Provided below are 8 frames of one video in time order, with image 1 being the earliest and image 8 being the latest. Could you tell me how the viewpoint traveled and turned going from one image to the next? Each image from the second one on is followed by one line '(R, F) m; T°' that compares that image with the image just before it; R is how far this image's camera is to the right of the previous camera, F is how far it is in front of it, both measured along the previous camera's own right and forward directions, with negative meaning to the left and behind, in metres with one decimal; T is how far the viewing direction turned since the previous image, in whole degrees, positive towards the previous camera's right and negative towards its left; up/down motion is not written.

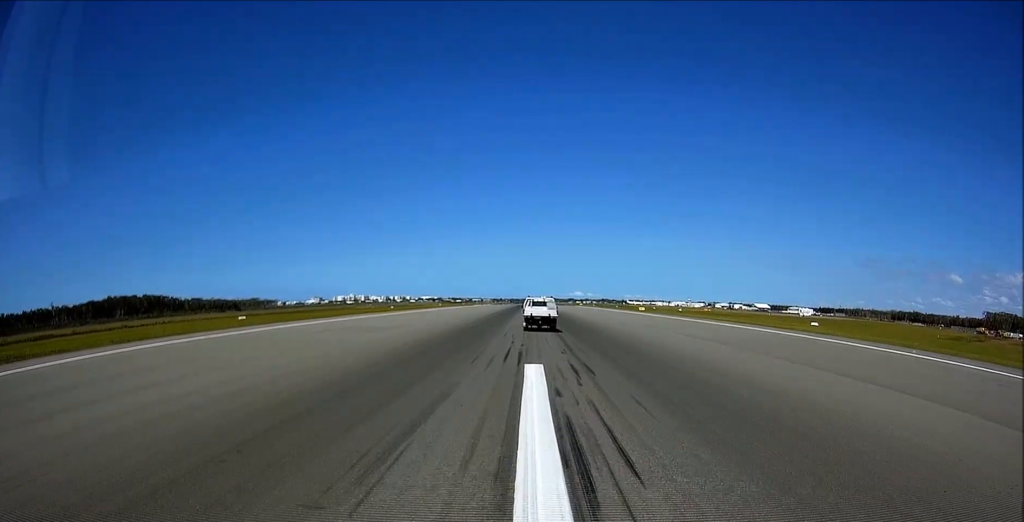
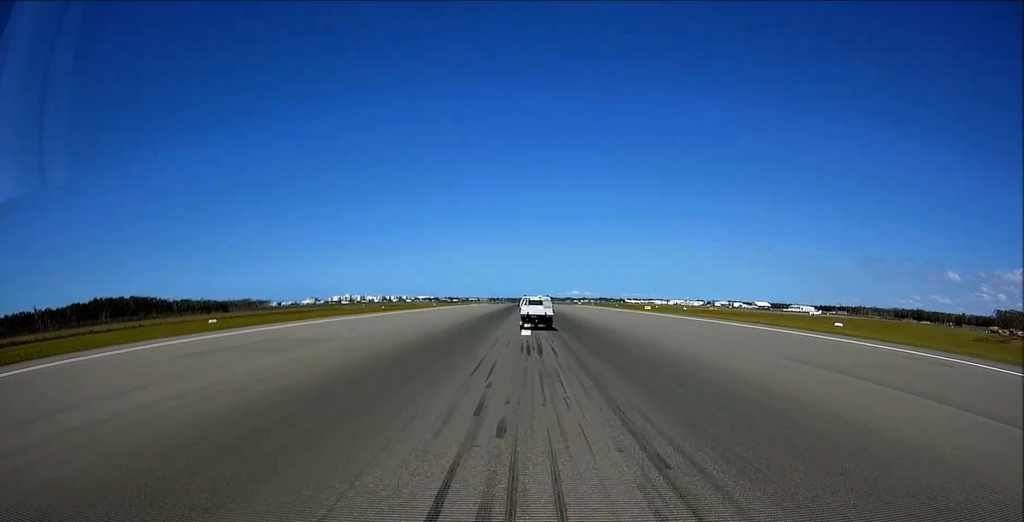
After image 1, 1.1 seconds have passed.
(+0.1, +16.4) m; +1°
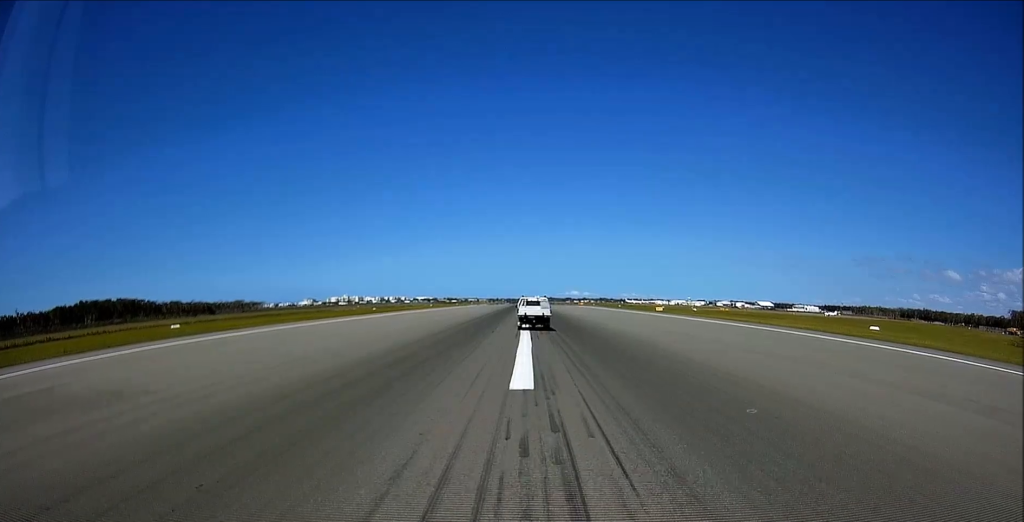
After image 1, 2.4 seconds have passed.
(+0.1, +20.7) m; 0°
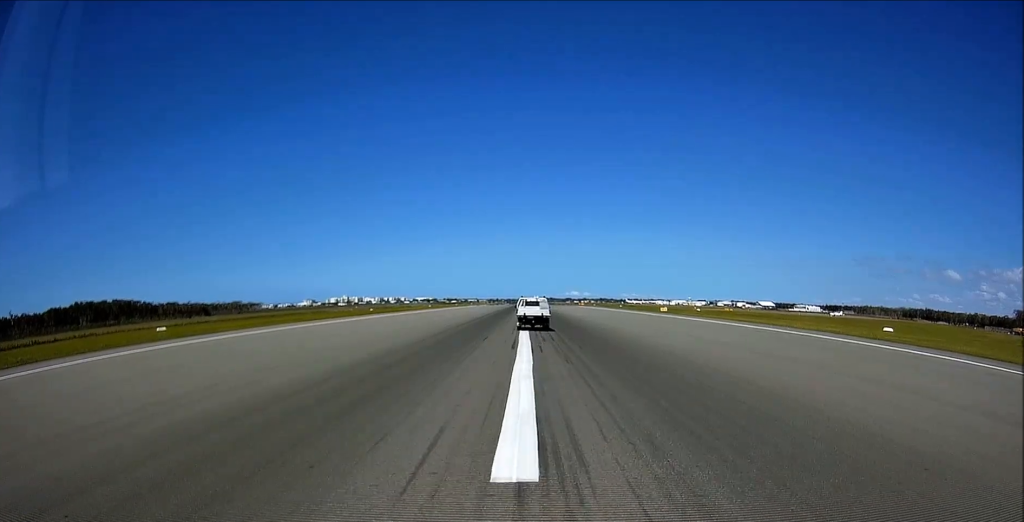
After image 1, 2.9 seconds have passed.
(0.0, +7.1) m; 0°
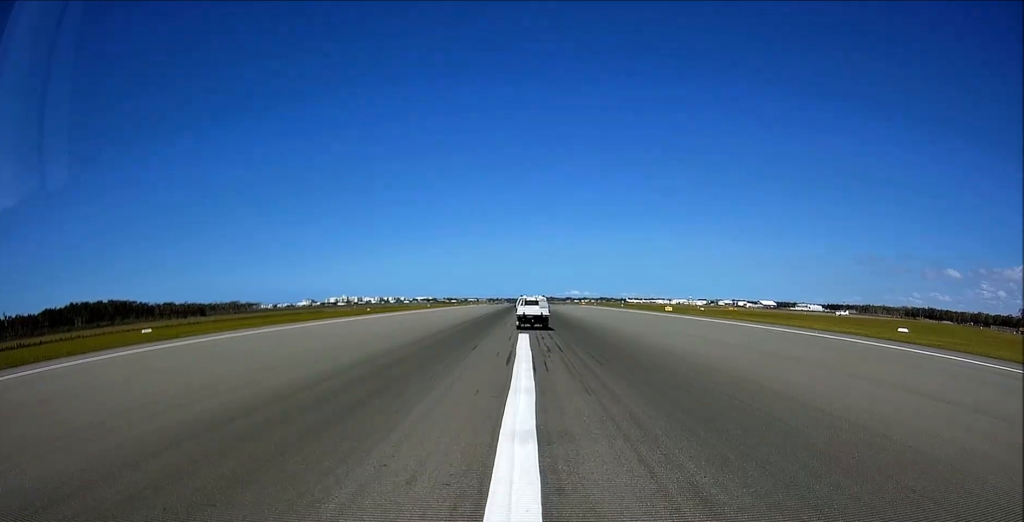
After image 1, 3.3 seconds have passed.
(0.0, +7.1) m; 0°
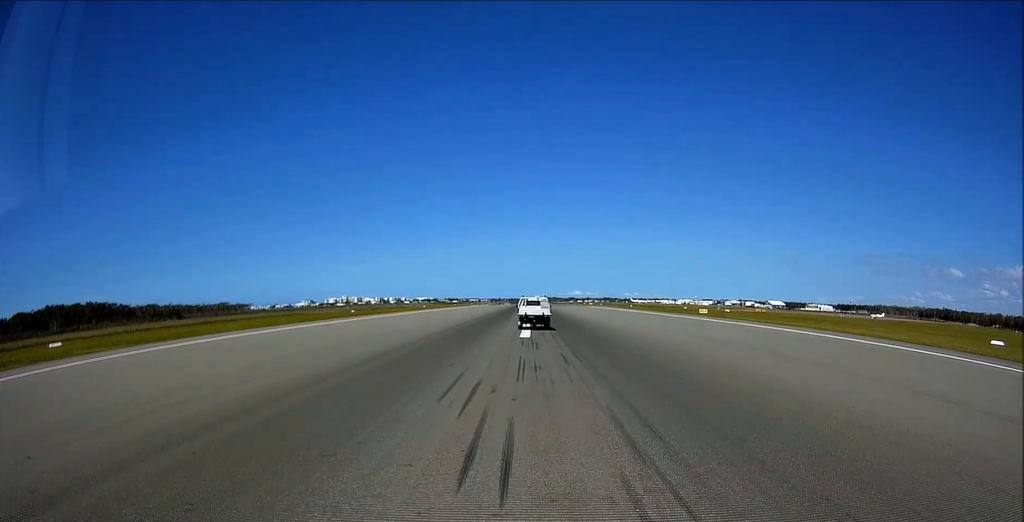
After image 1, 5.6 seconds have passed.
(-0.3, +28.4) m; 0°
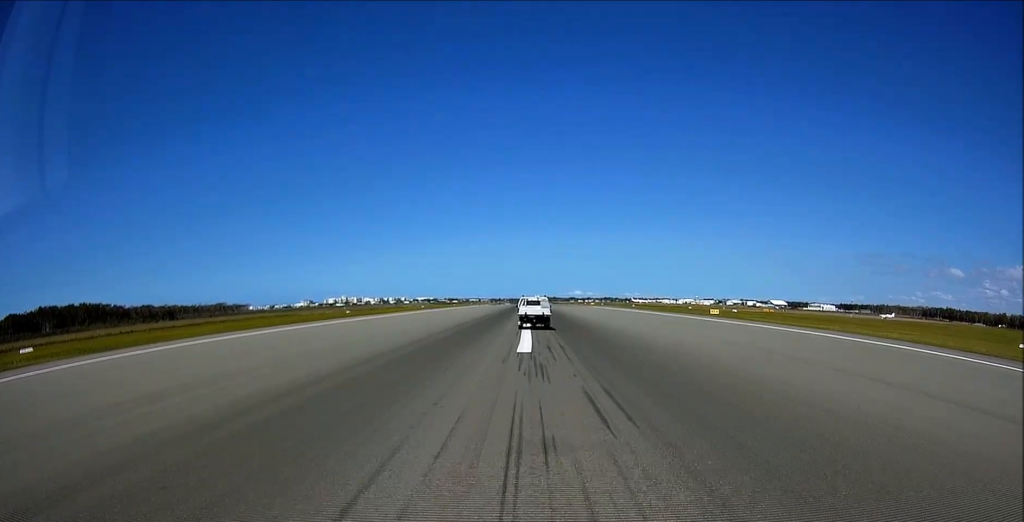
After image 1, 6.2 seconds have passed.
(+0.2, +7.4) m; 0°
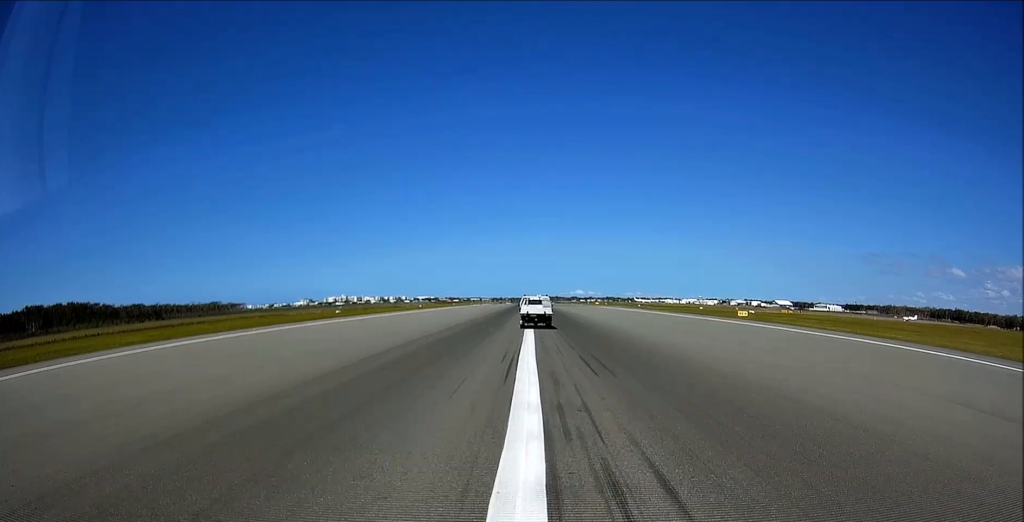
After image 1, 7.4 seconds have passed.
(0.0, +15.3) m; 0°
